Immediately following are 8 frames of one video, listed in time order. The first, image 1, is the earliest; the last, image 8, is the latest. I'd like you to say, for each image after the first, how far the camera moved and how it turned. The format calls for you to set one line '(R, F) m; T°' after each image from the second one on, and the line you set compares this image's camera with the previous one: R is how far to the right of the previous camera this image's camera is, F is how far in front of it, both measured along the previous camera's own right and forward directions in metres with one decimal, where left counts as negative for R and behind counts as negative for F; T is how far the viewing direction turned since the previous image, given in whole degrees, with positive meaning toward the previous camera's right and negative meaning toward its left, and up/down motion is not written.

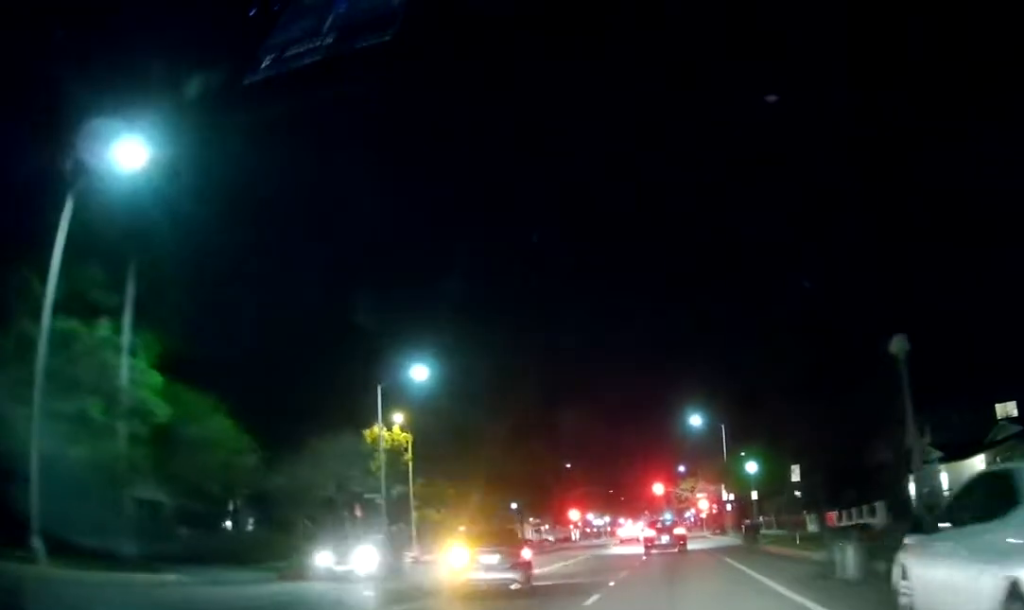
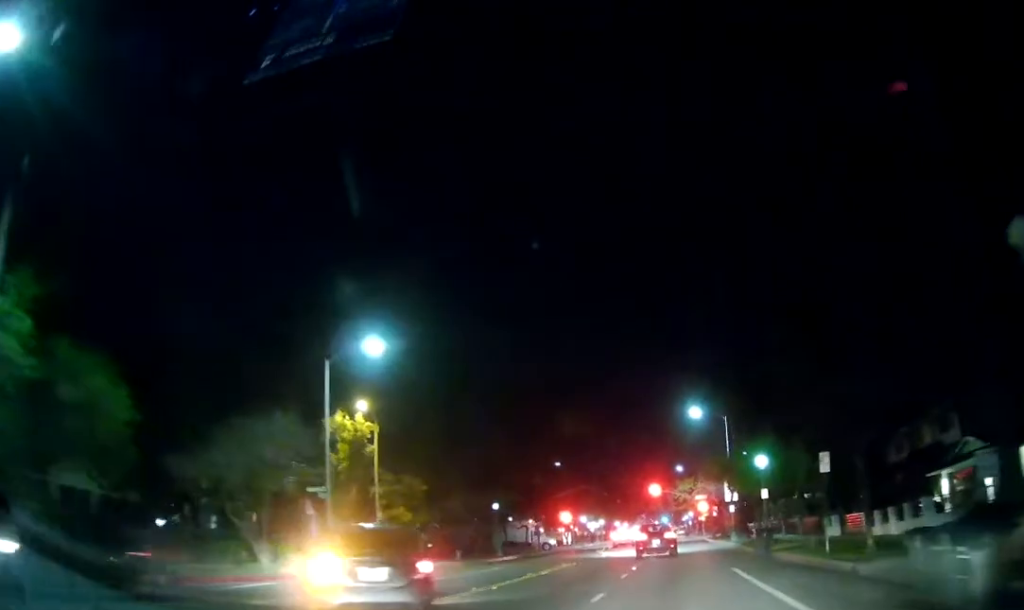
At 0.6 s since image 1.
(0.0, +6.5) m; 0°
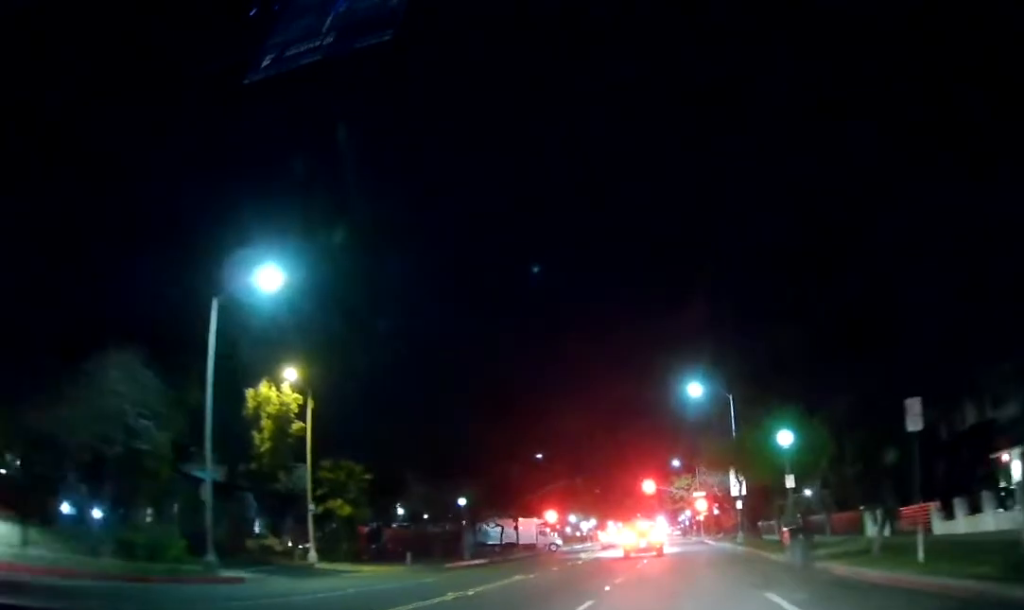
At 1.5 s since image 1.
(0.0, +8.9) m; 0°
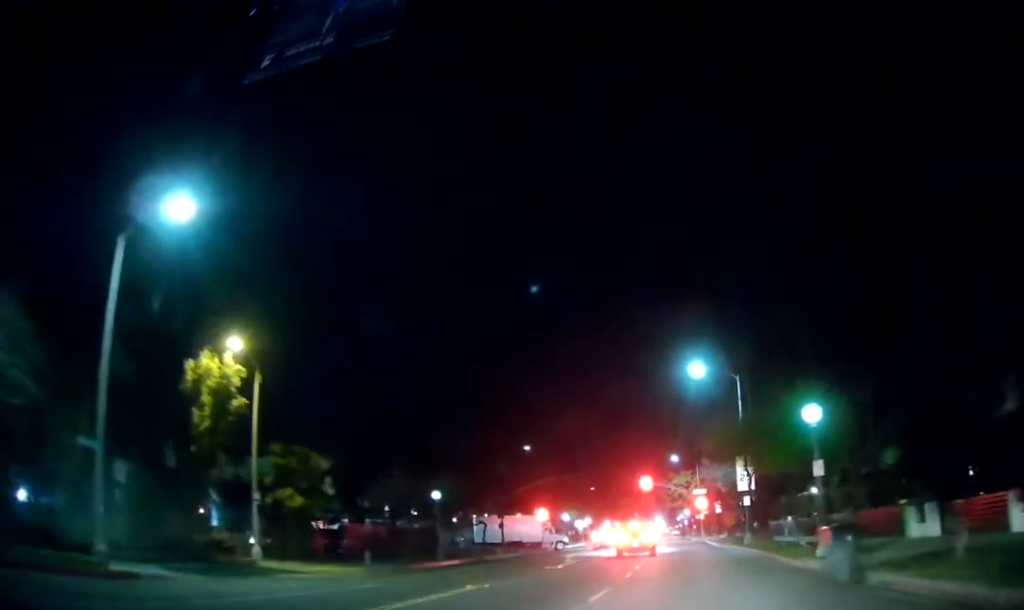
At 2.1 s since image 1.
(0.0, +5.5) m; 0°
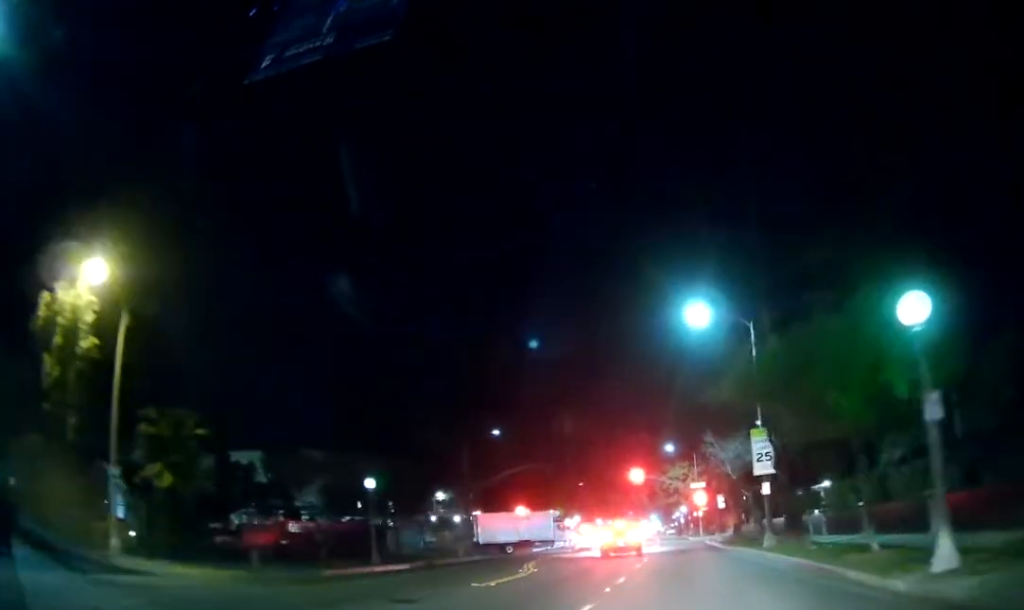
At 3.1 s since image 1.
(0.0, +9.8) m; 0°
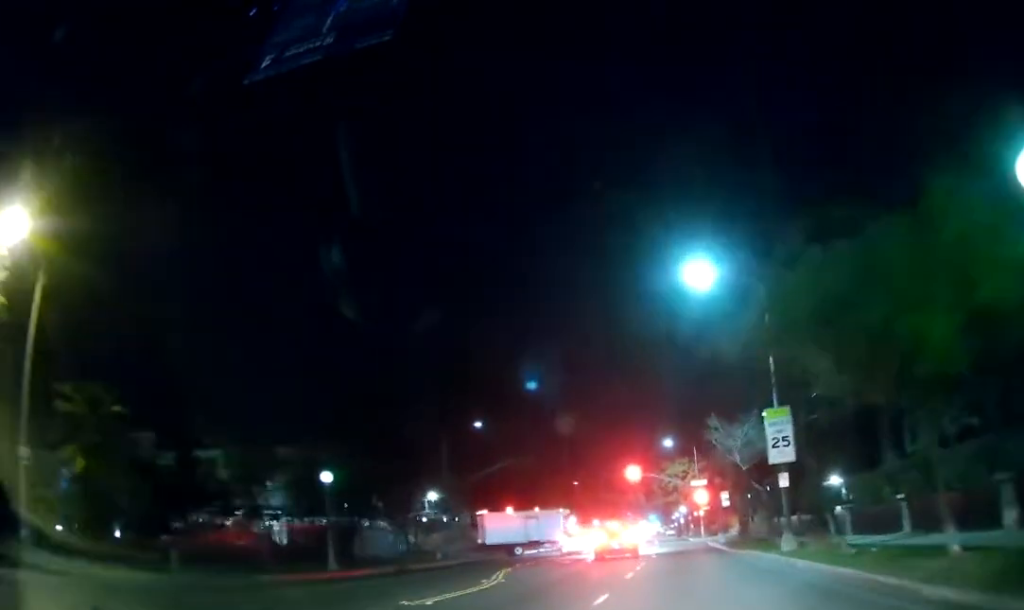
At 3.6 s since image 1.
(0.0, +4.9) m; +1°
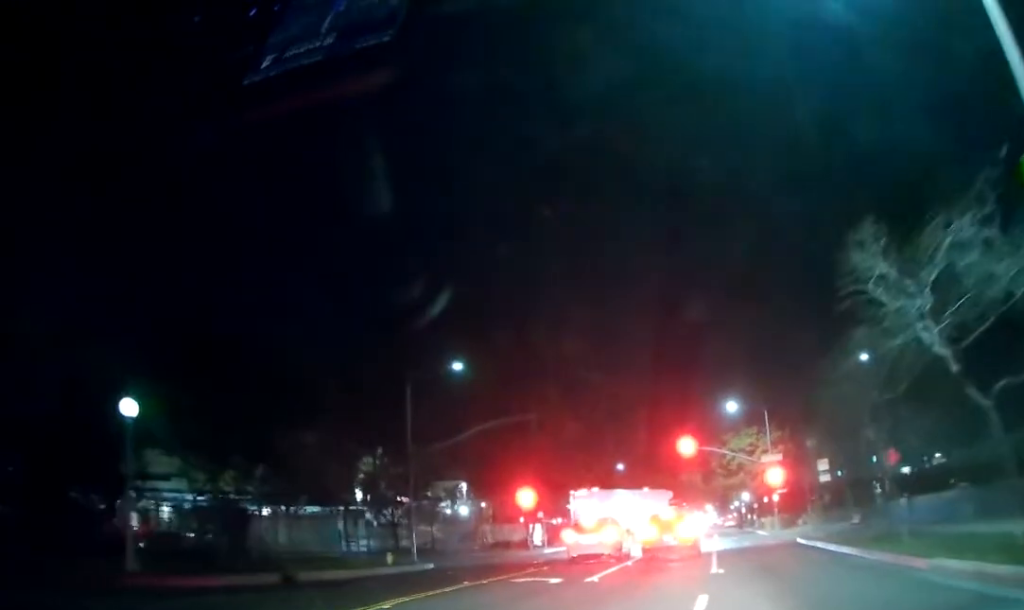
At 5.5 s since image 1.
(+1.2, +18.2) m; -1°
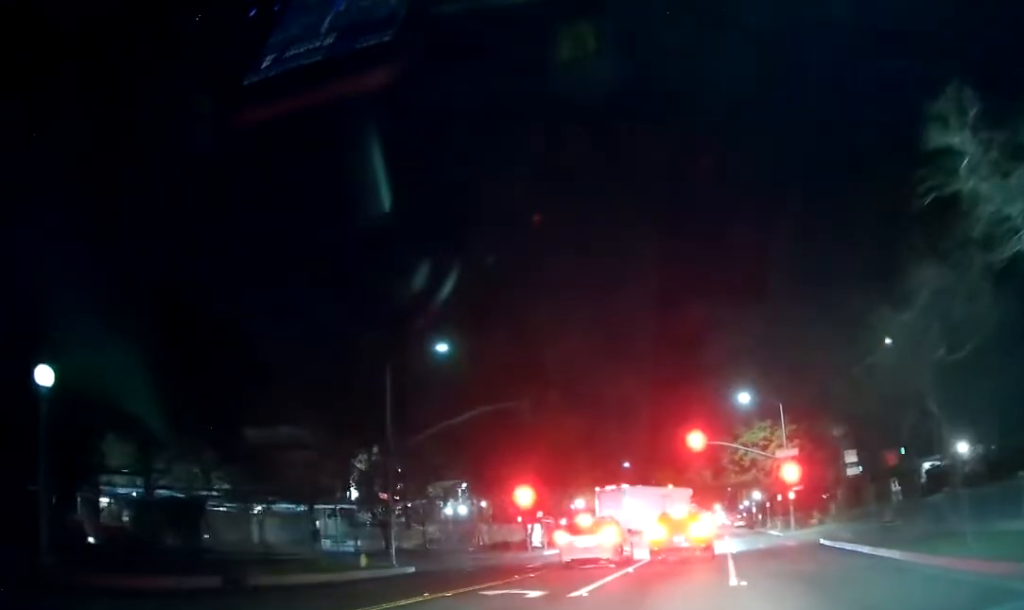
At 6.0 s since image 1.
(-0.7, +4.2) m; -3°
